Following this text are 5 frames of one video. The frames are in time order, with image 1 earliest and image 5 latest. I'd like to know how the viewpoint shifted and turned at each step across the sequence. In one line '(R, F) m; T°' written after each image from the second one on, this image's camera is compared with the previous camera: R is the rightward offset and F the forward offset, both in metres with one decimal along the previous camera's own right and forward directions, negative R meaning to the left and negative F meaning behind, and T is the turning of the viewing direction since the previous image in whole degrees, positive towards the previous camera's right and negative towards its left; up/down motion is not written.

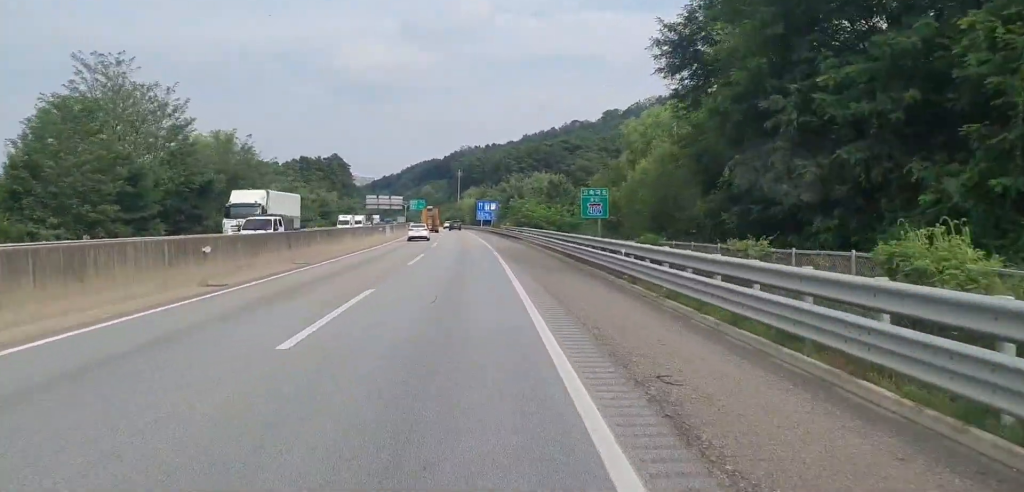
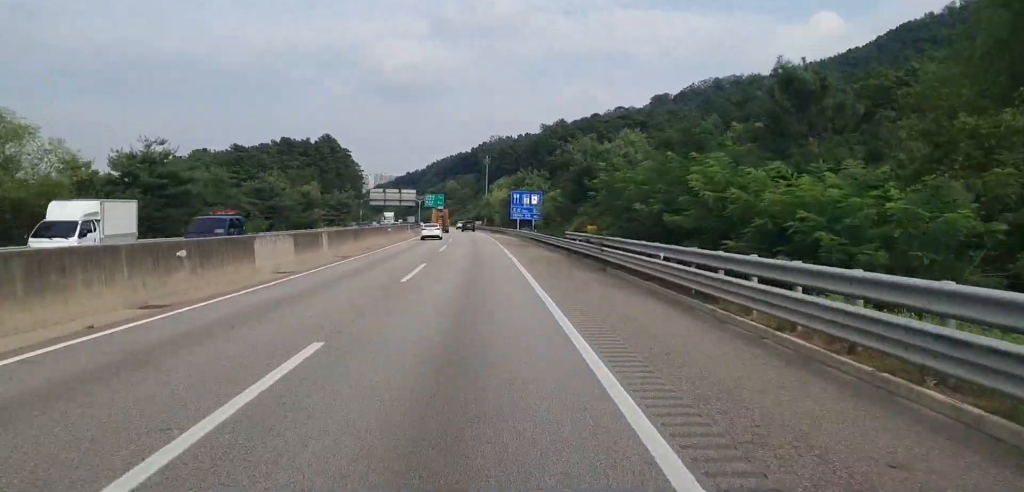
(-2.1, +48.2) m; -4°
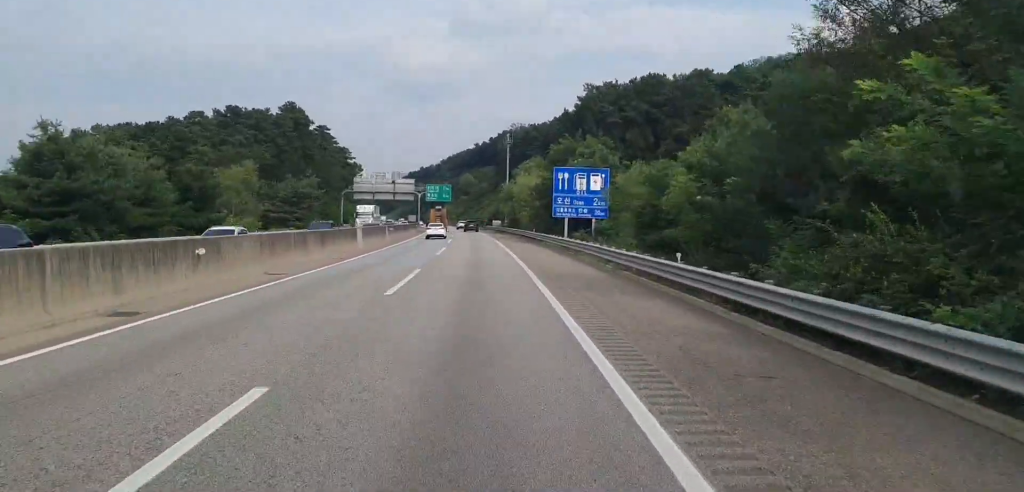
(-0.9, +44.4) m; -1°
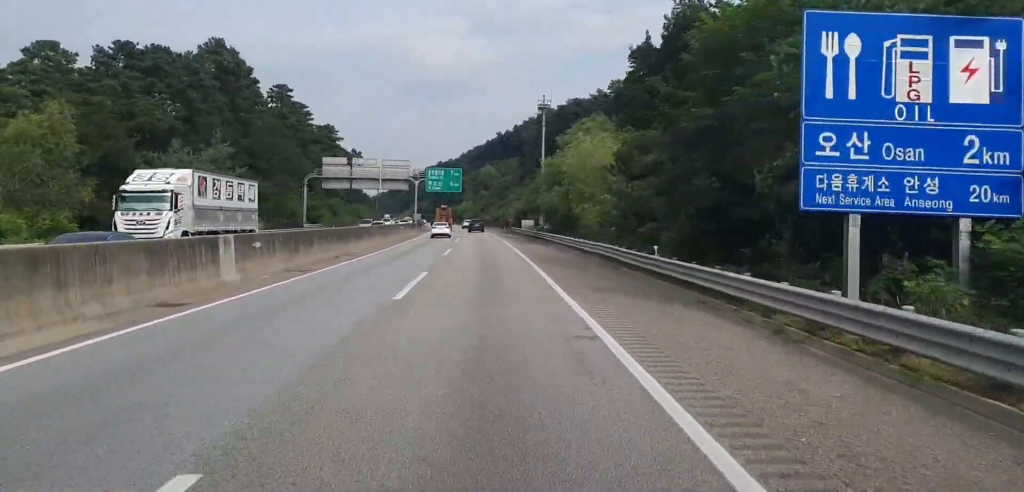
(-0.5, +41.9) m; -2°
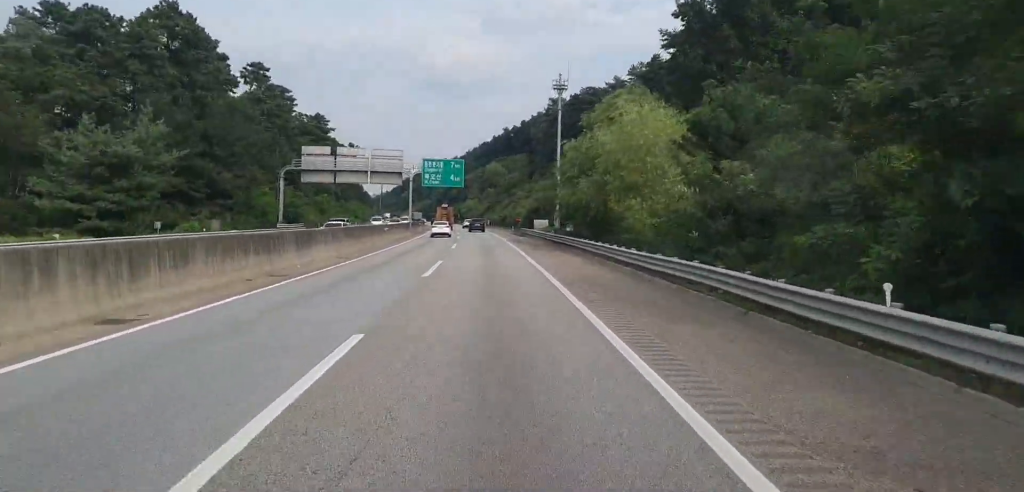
(-0.3, +13.5) m; 0°
